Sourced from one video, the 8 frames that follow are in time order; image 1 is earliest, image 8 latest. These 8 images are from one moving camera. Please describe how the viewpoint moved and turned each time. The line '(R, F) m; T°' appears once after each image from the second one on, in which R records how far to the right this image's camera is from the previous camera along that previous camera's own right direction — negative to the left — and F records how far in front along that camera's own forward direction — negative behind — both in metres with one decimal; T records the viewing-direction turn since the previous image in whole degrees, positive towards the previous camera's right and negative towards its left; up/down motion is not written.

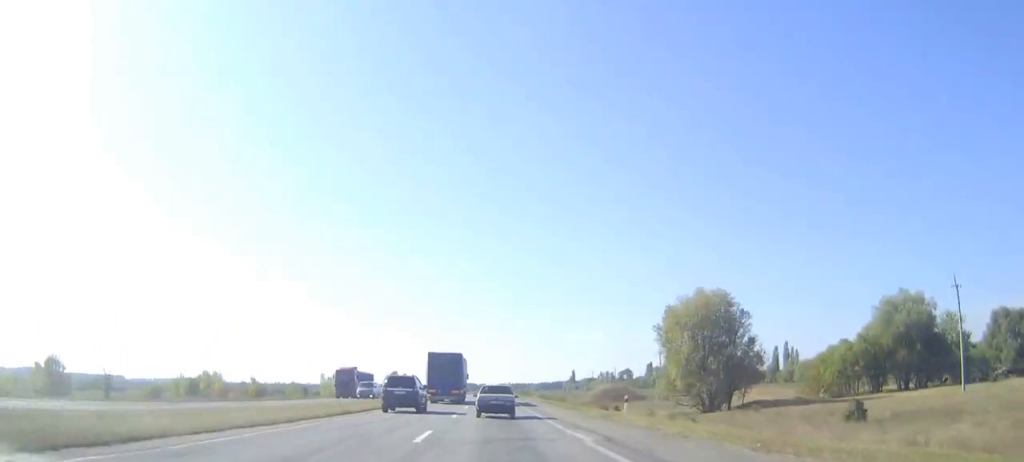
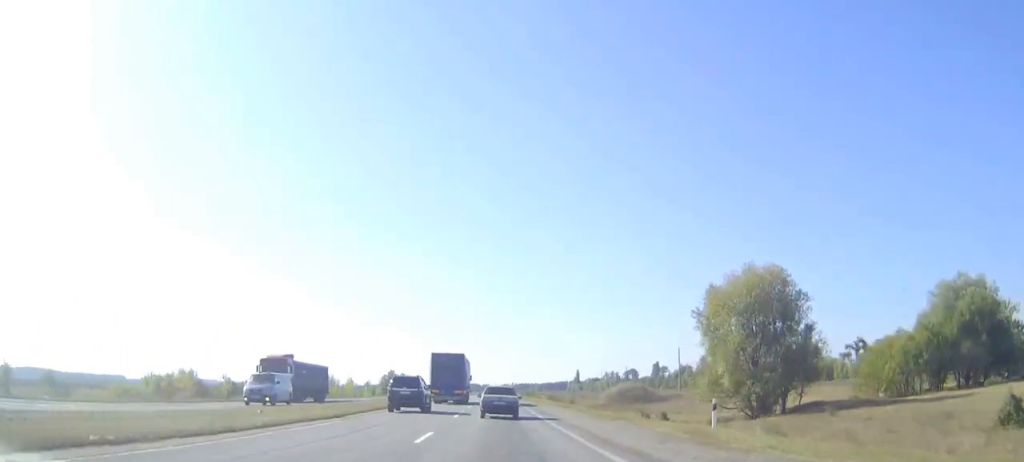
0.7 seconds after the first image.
(0.0, +15.5) m; 0°
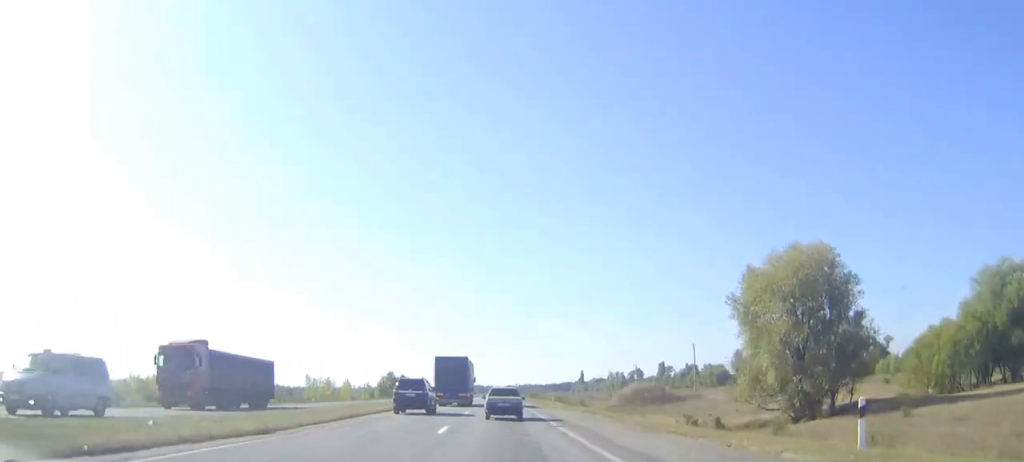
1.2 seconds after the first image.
(0.0, +9.9) m; 0°
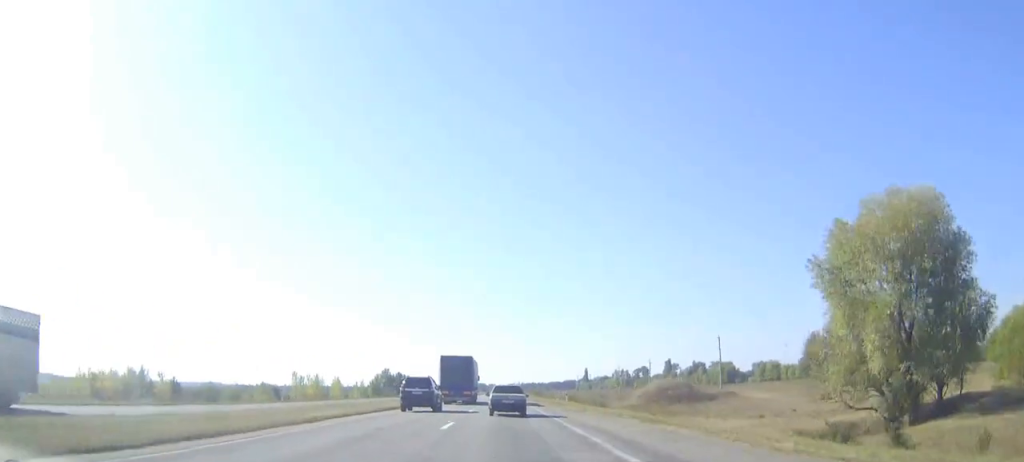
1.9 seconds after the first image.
(0.0, +15.7) m; 0°
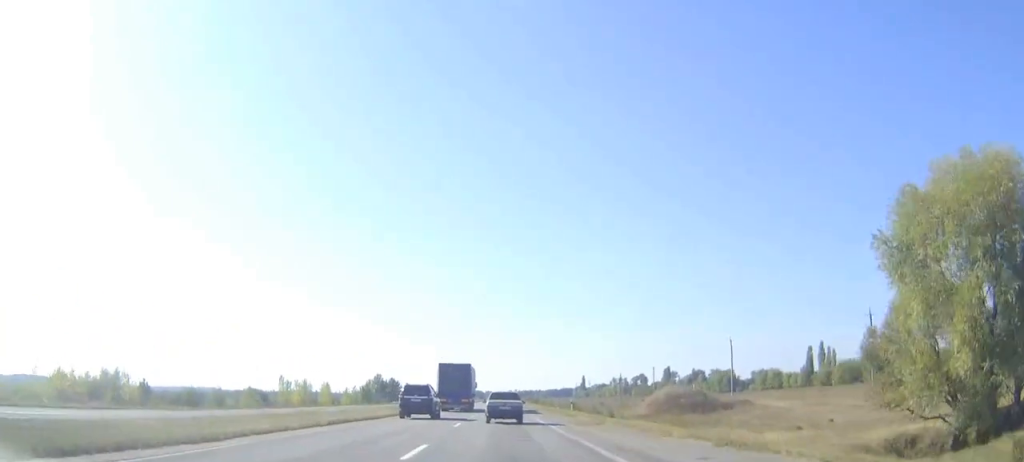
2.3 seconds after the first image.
(0.0, +8.6) m; 0°
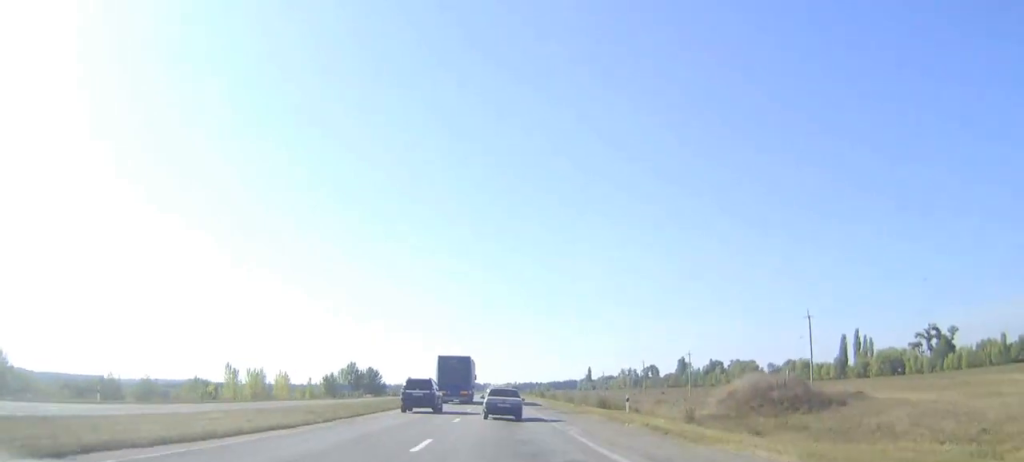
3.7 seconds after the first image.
(0.0, +28.9) m; 0°
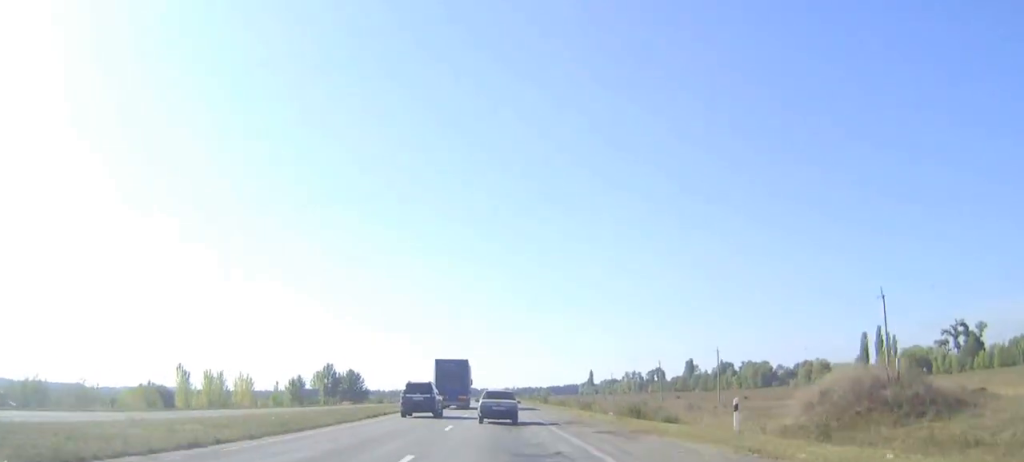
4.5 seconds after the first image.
(0.0, +19.1) m; 0°
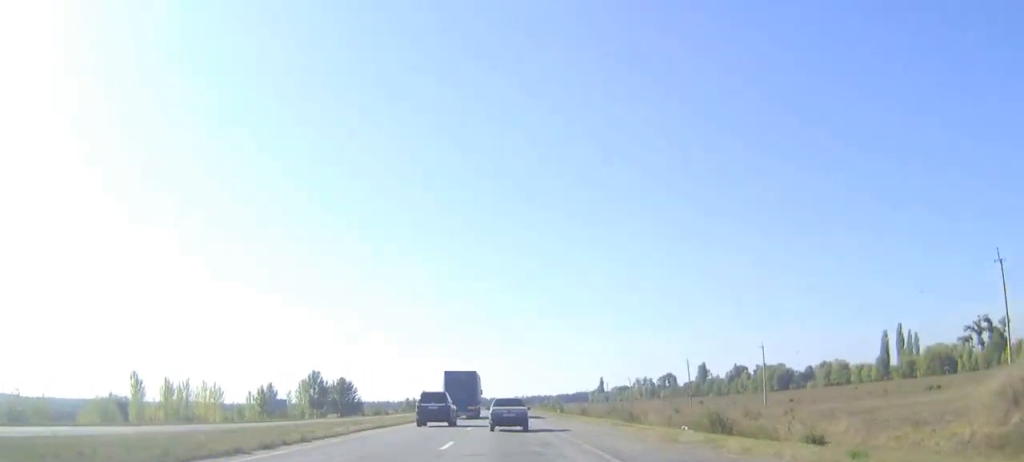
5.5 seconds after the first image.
(-0.1, +22.2) m; 0°
